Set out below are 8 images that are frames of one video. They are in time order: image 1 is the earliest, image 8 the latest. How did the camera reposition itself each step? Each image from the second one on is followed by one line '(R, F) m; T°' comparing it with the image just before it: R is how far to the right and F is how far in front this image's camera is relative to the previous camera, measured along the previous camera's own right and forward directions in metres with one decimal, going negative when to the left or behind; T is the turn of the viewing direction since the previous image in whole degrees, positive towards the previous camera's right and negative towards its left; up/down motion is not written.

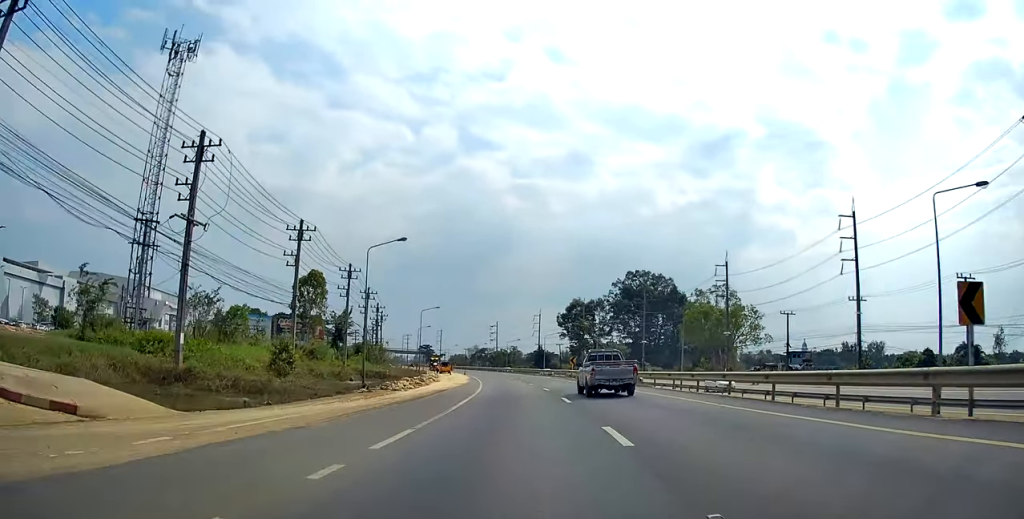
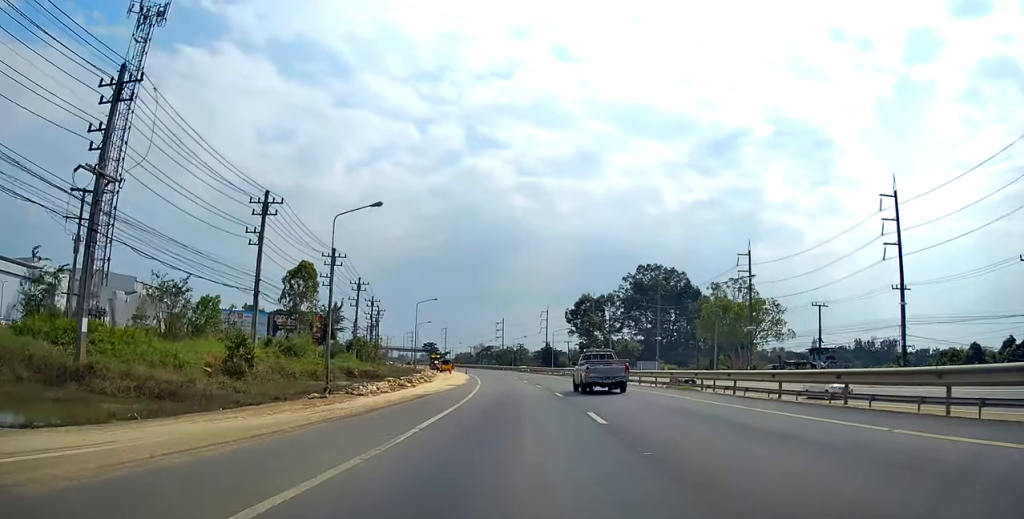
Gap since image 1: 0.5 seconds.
(+0.3, +8.6) m; -1°
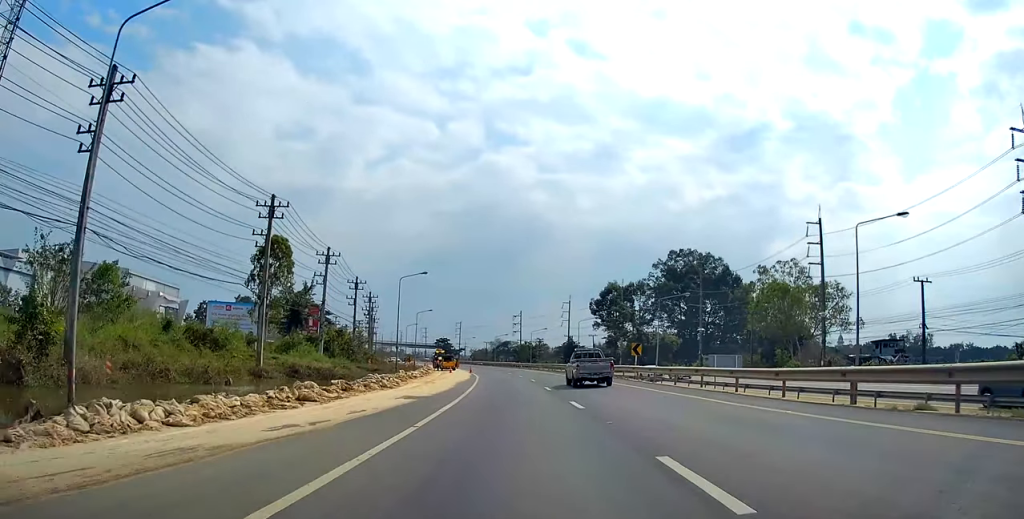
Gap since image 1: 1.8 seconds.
(-1.4, +20.2) m; -6°
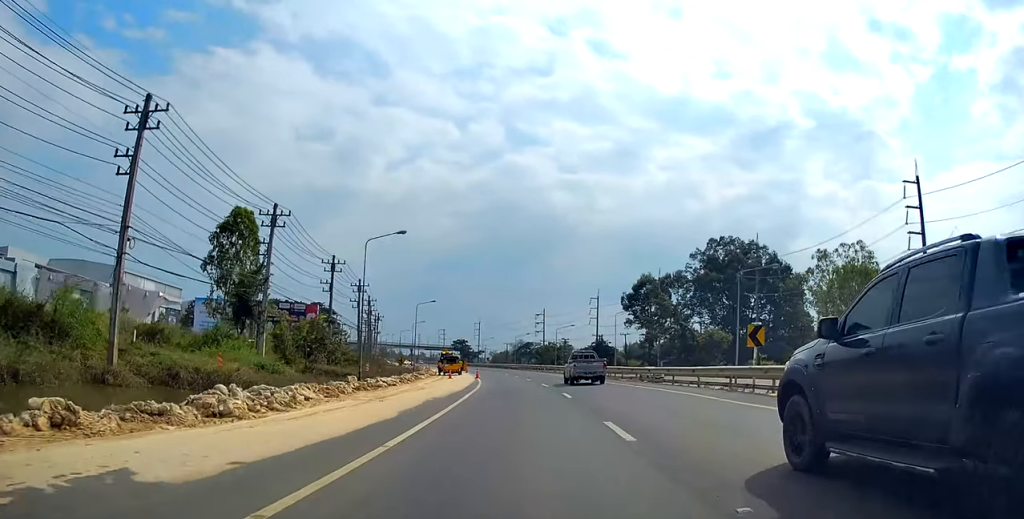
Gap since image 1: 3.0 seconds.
(-0.7, +19.2) m; -2°
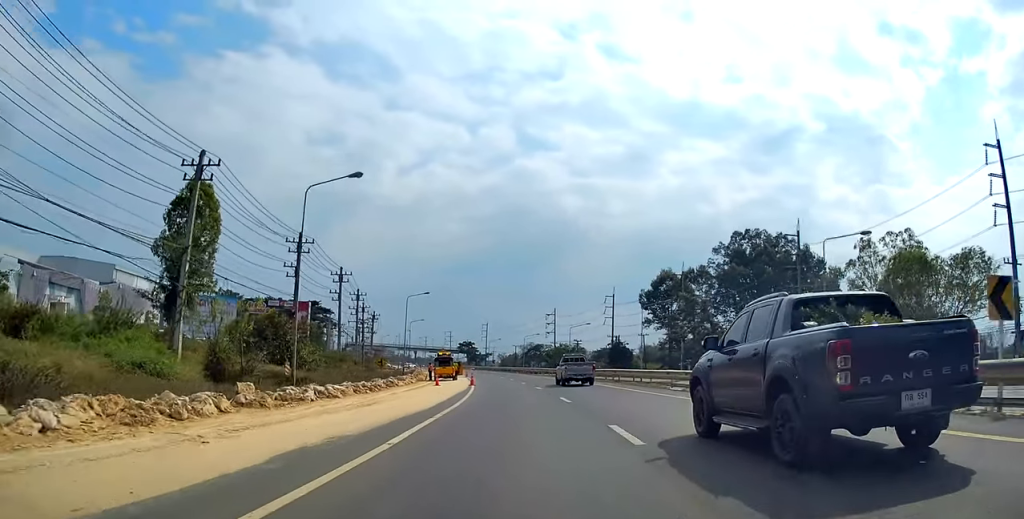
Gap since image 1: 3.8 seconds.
(0.0, +12.5) m; 0°
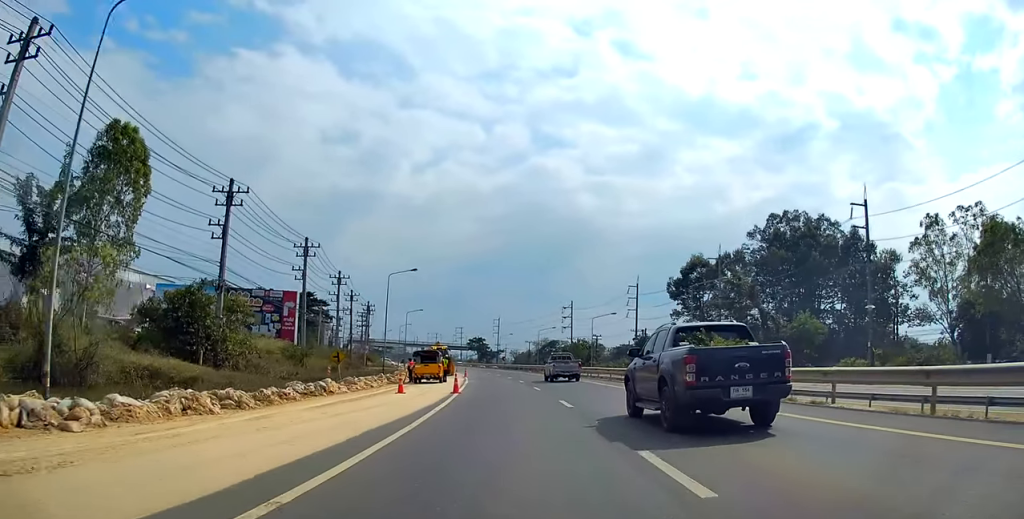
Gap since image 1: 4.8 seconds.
(0.0, +15.5) m; 0°
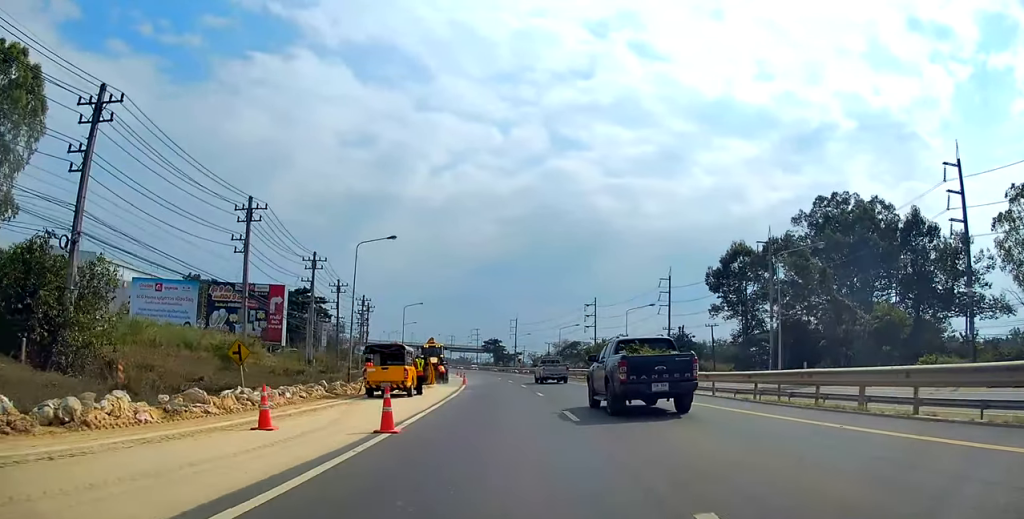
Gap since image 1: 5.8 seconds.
(0.0, +15.0) m; -1°
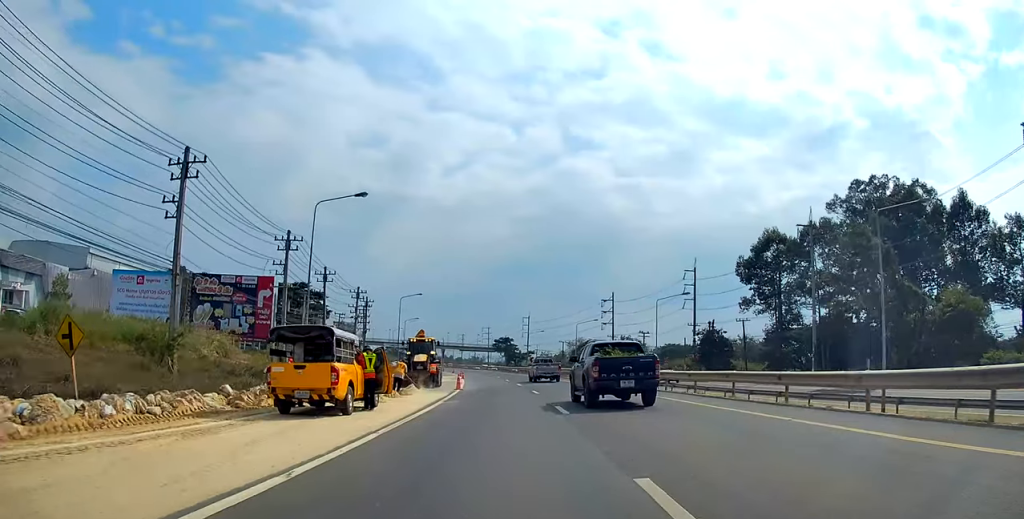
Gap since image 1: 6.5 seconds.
(+0.1, +10.3) m; -2°
